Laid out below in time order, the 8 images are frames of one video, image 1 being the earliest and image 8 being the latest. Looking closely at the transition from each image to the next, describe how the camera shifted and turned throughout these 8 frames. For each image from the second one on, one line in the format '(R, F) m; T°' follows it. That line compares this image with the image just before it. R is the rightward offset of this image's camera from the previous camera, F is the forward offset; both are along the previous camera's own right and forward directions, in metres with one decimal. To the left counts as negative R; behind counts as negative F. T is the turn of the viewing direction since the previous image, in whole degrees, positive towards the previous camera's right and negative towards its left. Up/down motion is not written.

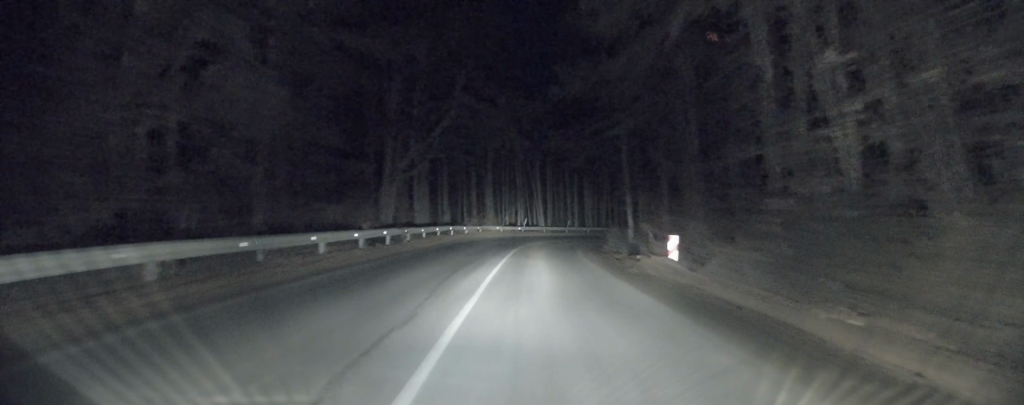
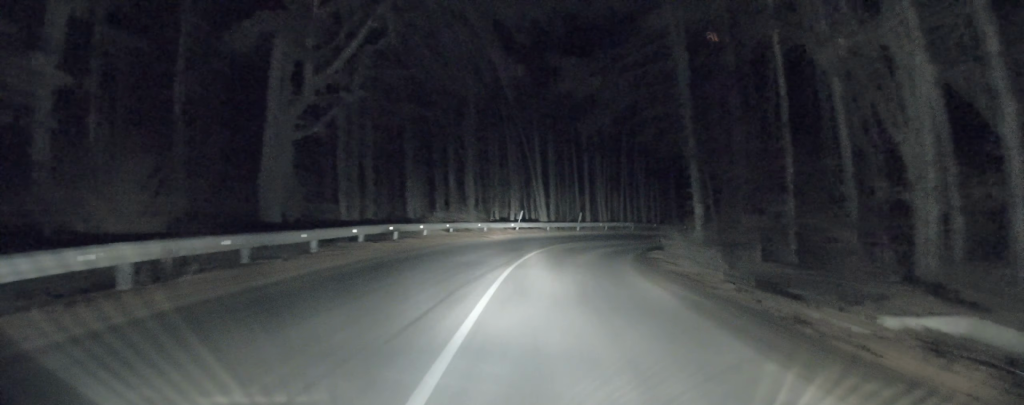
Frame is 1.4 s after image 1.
(+0.1, +15.8) m; +2°
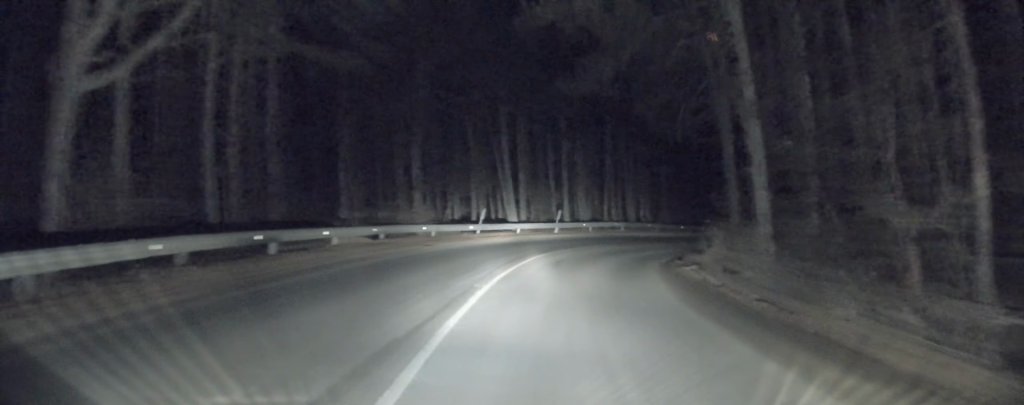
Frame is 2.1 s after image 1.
(+0.2, +9.0) m; +2°
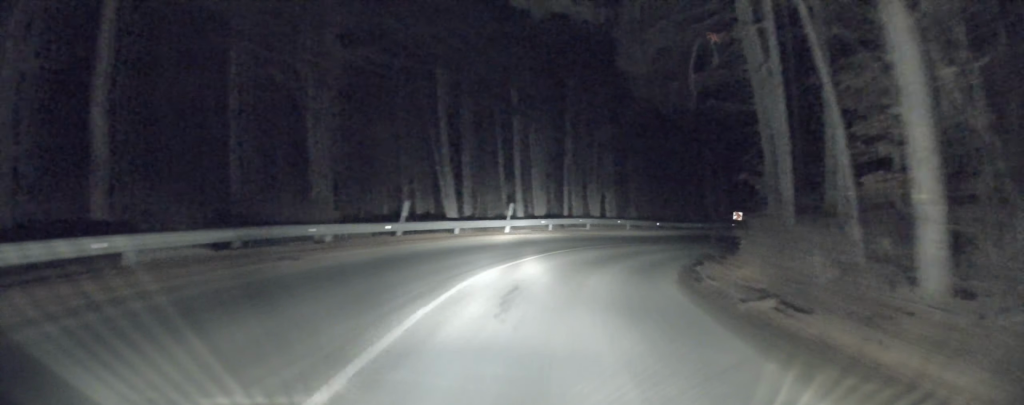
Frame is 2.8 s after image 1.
(-0.1, +7.9) m; +2°
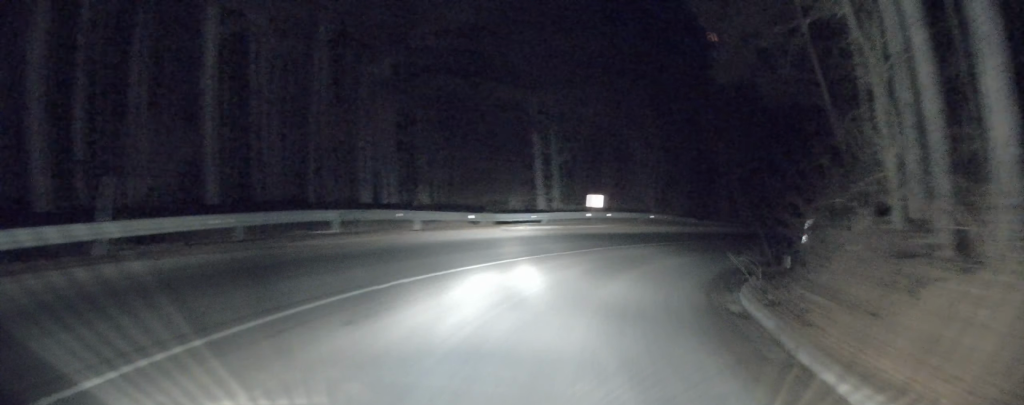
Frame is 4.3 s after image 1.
(+1.7, +18.3) m; +13°
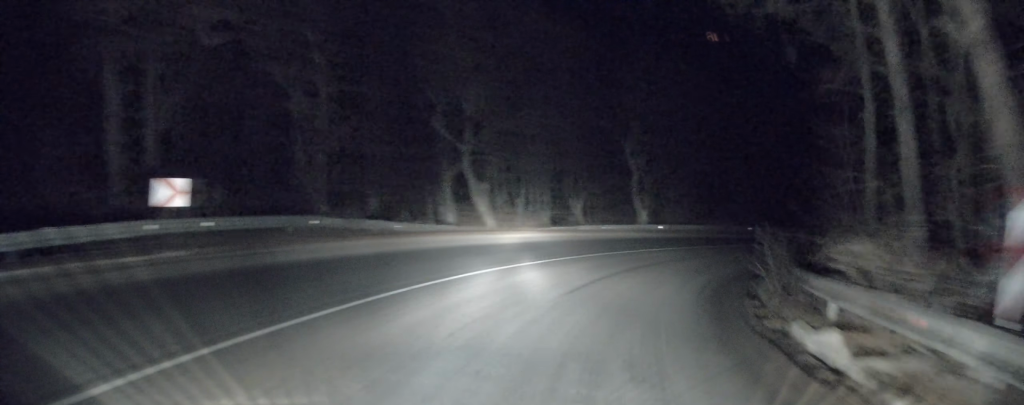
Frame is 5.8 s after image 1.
(+3.1, +17.6) m; +25°
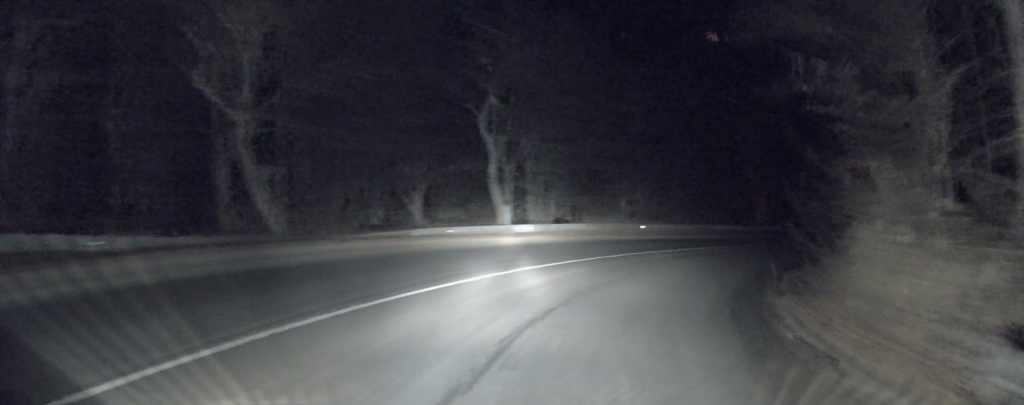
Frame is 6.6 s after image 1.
(+1.4, +8.2) m; +6°
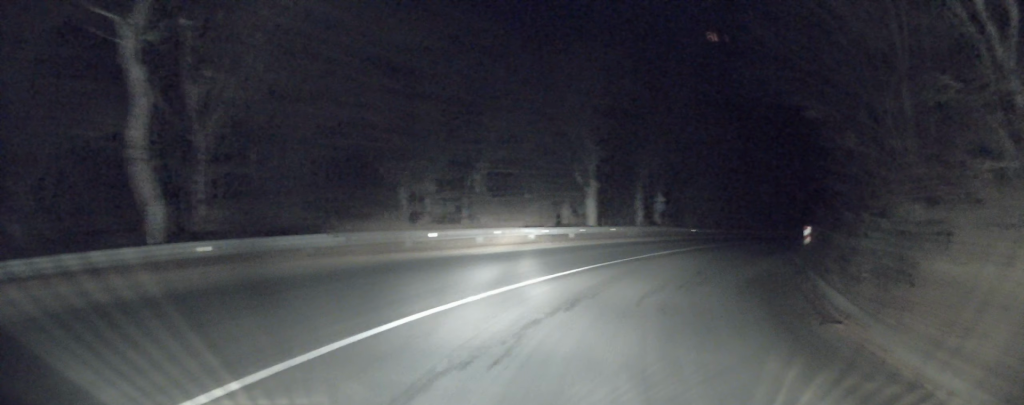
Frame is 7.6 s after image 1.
(-0.1, +10.4) m; -1°
